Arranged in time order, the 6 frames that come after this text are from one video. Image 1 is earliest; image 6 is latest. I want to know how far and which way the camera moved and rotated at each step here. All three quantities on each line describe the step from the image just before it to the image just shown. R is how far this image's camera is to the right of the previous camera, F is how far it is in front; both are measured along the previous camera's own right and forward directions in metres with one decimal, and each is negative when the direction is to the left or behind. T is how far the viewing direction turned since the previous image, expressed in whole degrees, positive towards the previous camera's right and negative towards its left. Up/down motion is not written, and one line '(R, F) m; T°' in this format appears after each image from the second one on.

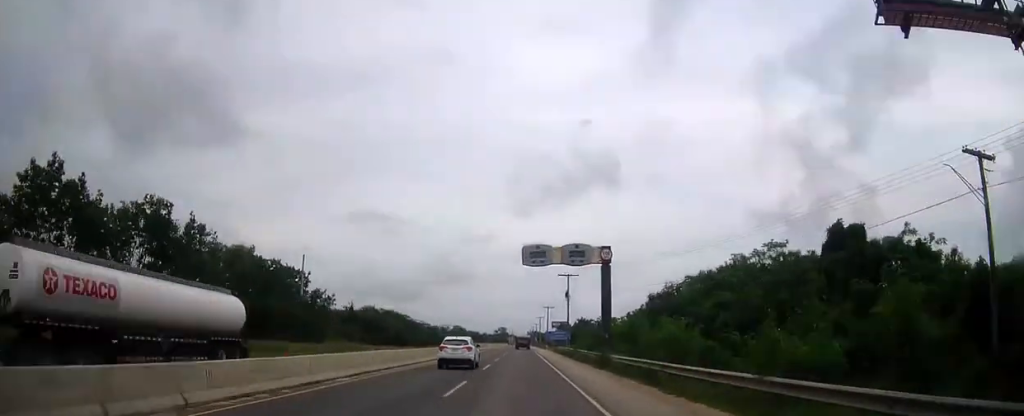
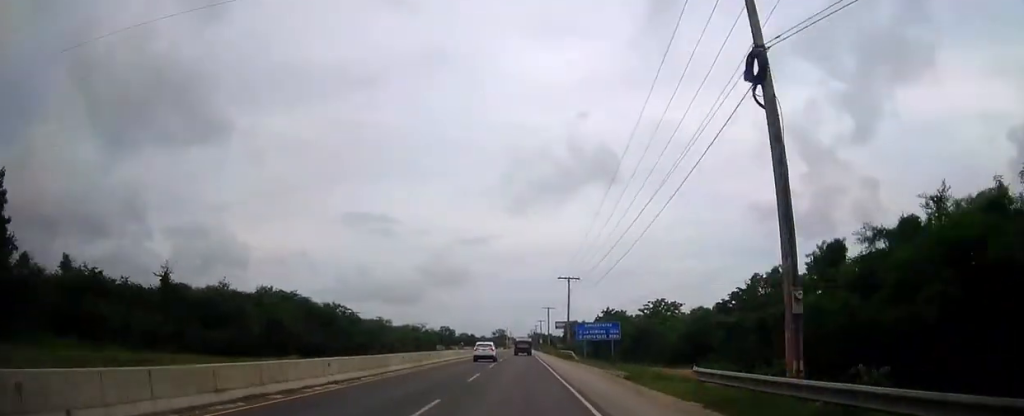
(0.0, +59.0) m; 0°
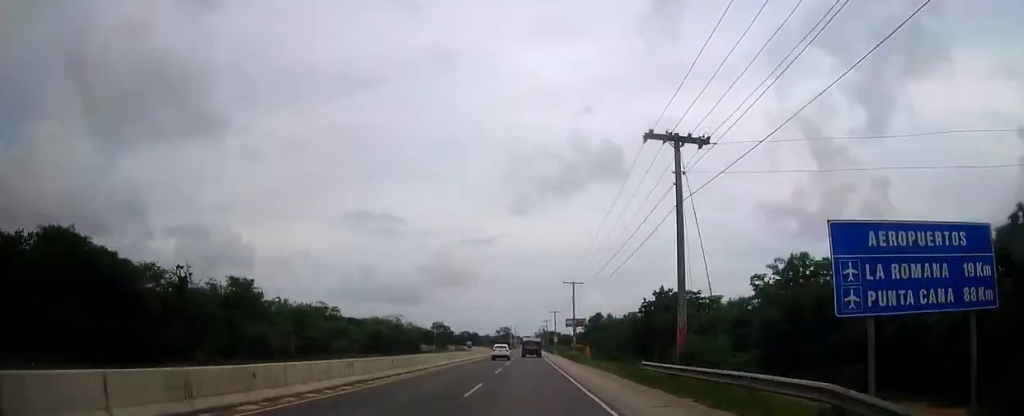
(0.0, +46.9) m; 0°
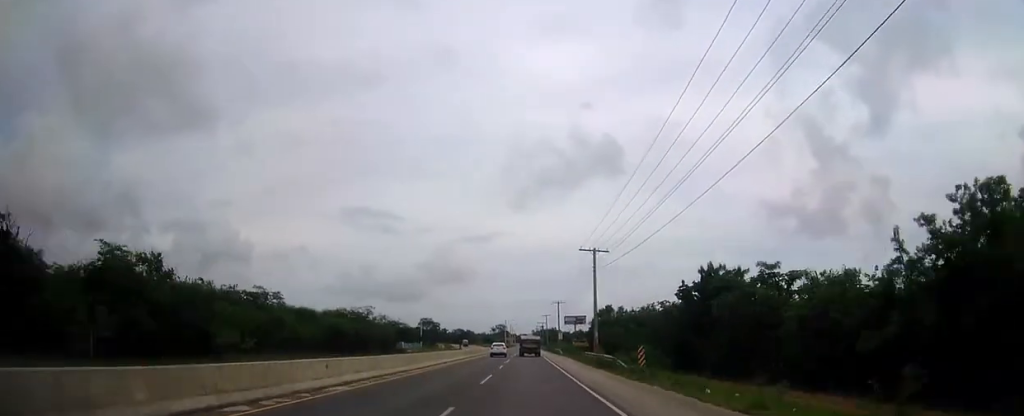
(+0.1, +24.2) m; 0°
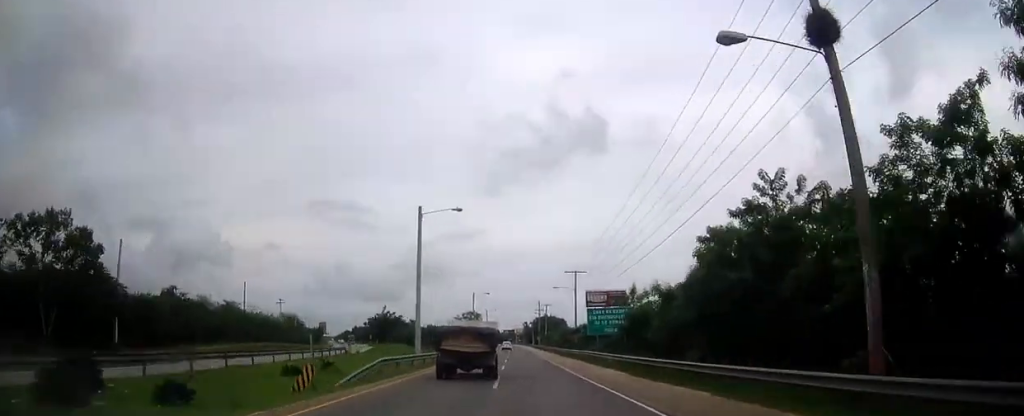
(+1.0, +205.2) m; +2°
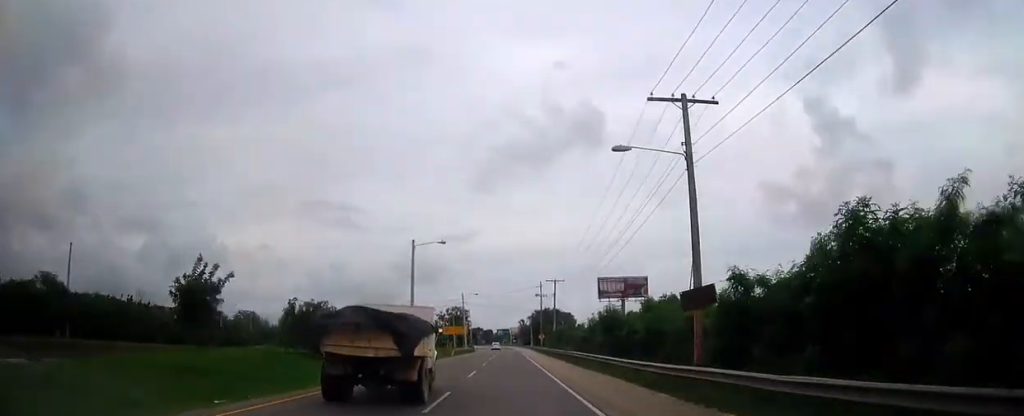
(+0.2, +47.9) m; 0°
